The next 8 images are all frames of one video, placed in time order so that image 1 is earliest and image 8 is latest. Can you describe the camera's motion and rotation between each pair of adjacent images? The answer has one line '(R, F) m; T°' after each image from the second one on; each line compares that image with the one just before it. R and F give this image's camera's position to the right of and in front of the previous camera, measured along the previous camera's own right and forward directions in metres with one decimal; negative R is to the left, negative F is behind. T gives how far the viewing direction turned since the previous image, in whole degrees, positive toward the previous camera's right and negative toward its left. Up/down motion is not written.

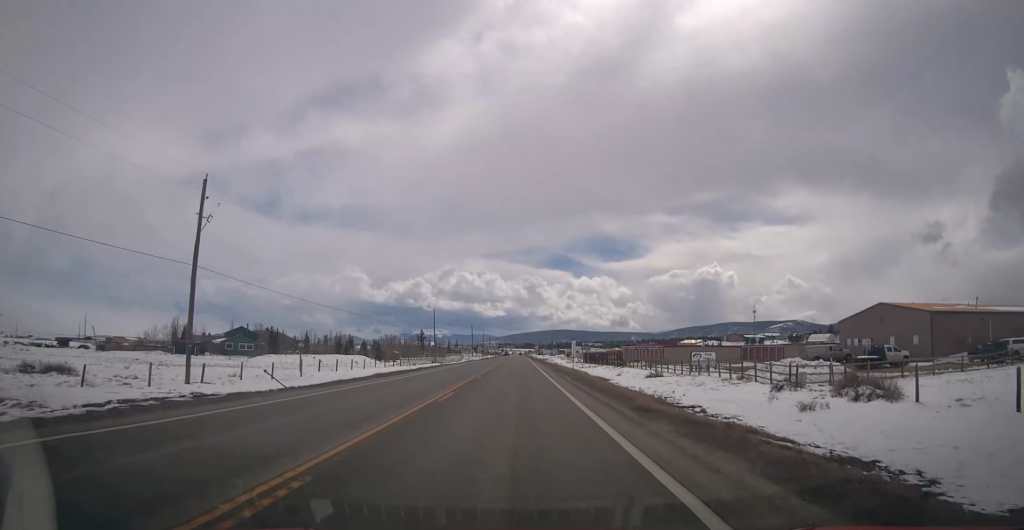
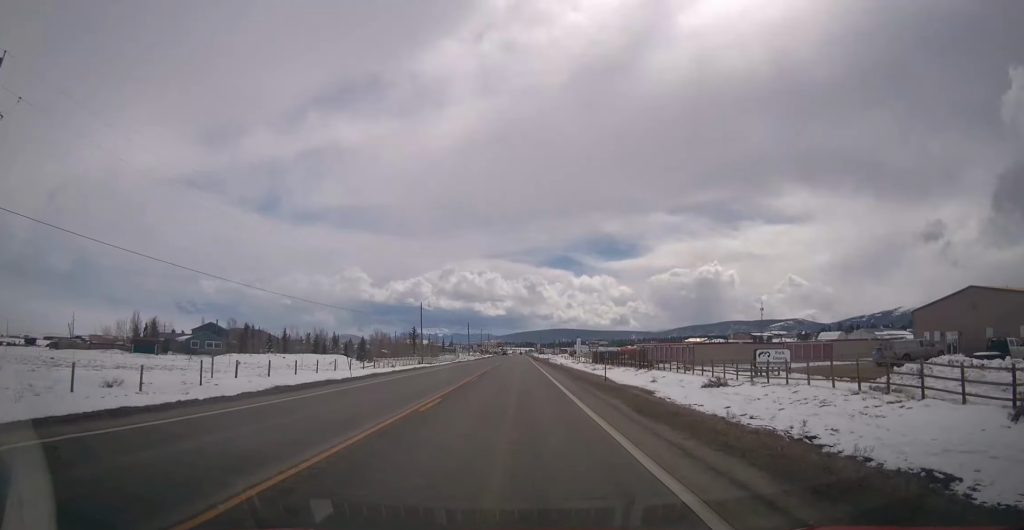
(0.0, +15.0) m; 0°
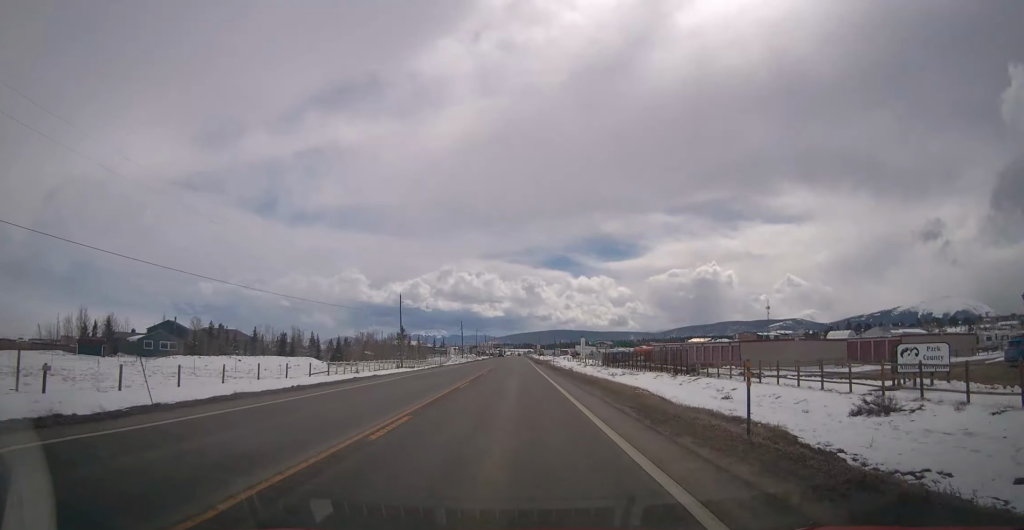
(0.0, +16.4) m; 0°
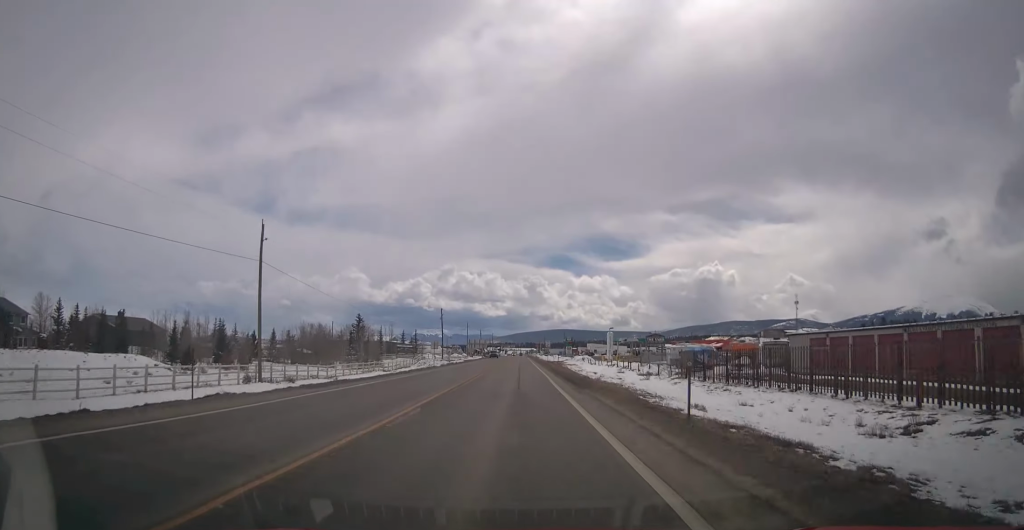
(-0.1, +47.1) m; -1°
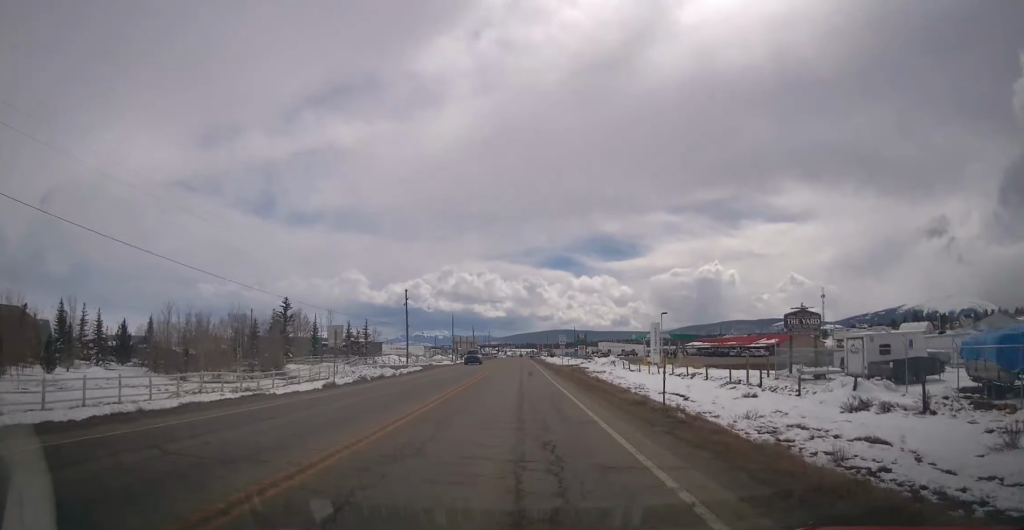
(-0.4, +40.4) m; 0°
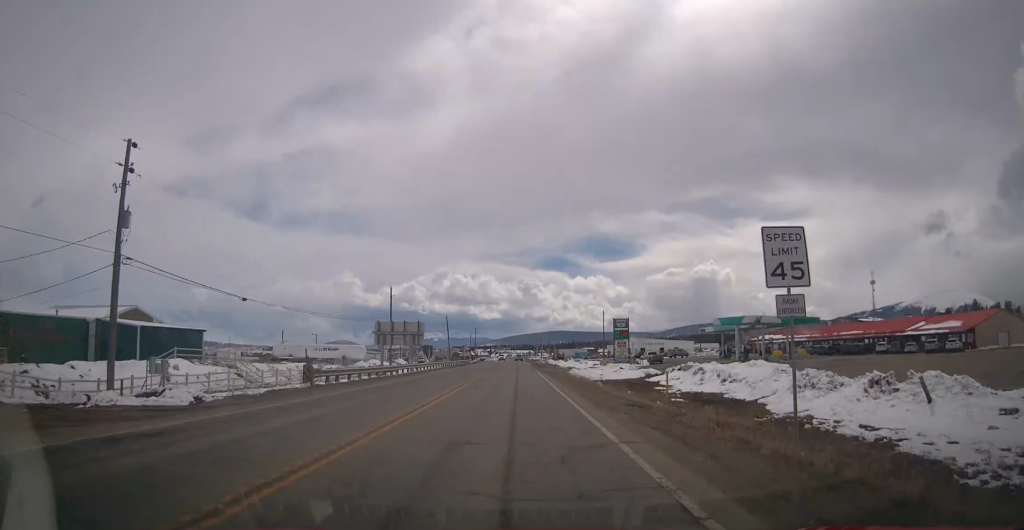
(+0.4, +65.0) m; -1°
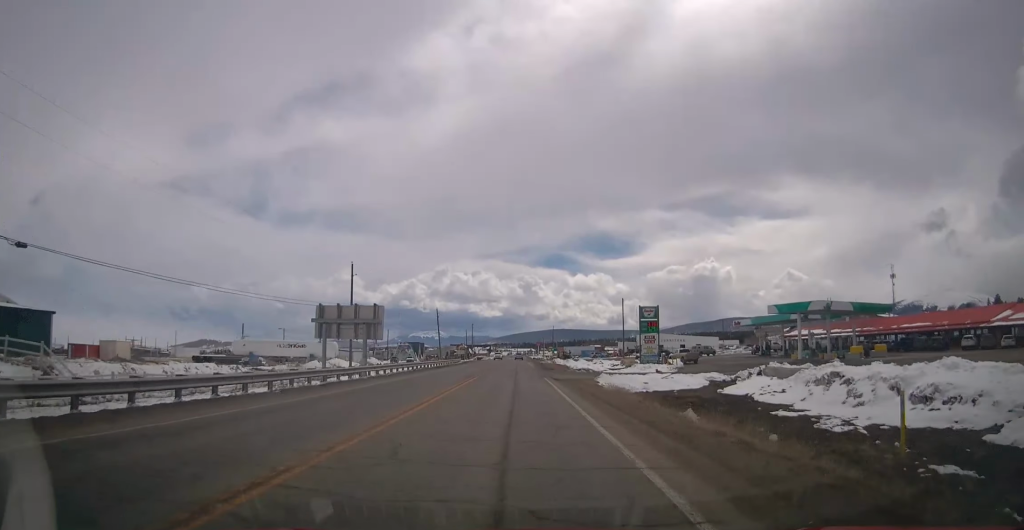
(0.0, +18.4) m; 0°
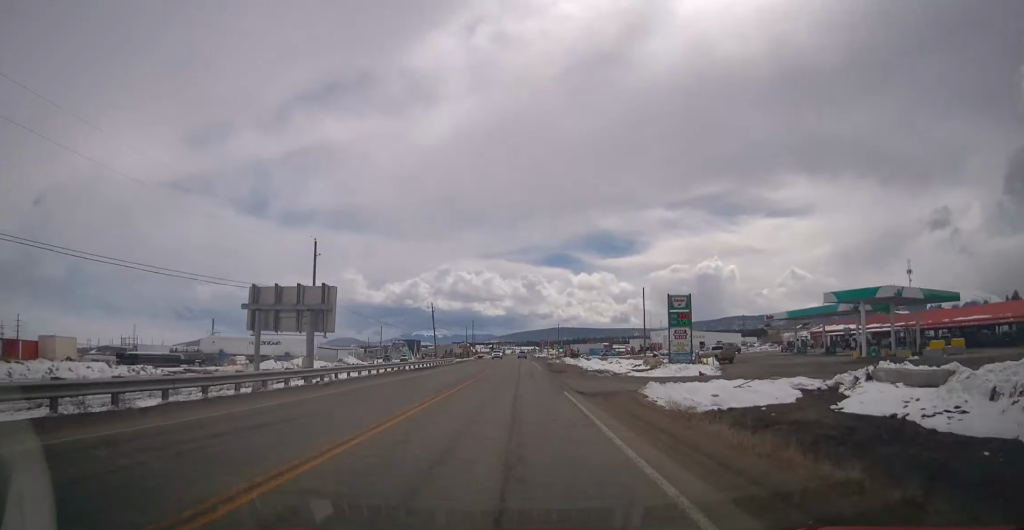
(0.0, +12.6) m; 0°
